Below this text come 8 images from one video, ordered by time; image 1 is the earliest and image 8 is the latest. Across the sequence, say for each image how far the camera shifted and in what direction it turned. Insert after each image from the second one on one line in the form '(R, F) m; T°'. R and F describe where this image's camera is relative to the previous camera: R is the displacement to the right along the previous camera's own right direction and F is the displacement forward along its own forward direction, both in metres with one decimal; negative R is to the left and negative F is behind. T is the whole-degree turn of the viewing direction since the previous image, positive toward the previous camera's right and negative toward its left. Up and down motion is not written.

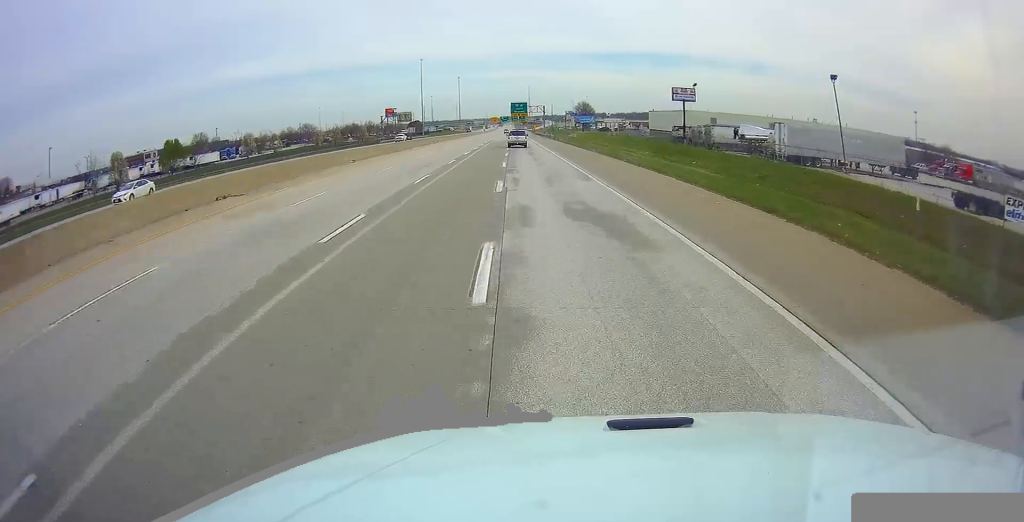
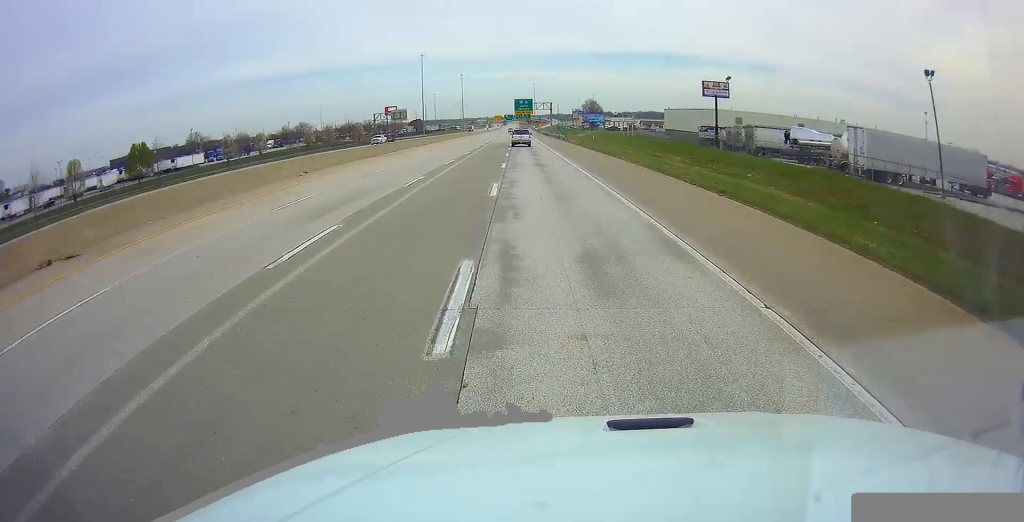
(+0.2, +13.8) m; 0°
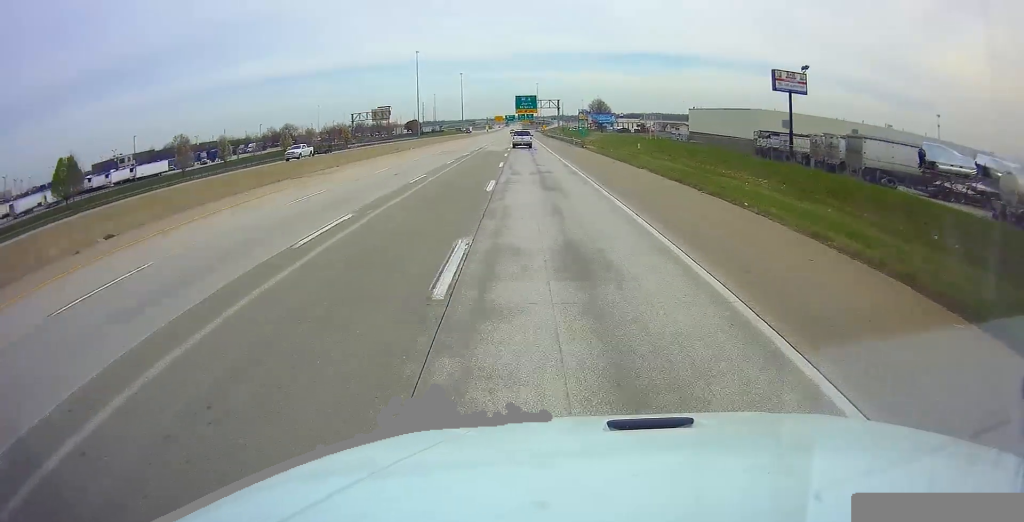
(+0.3, +22.6) m; 0°
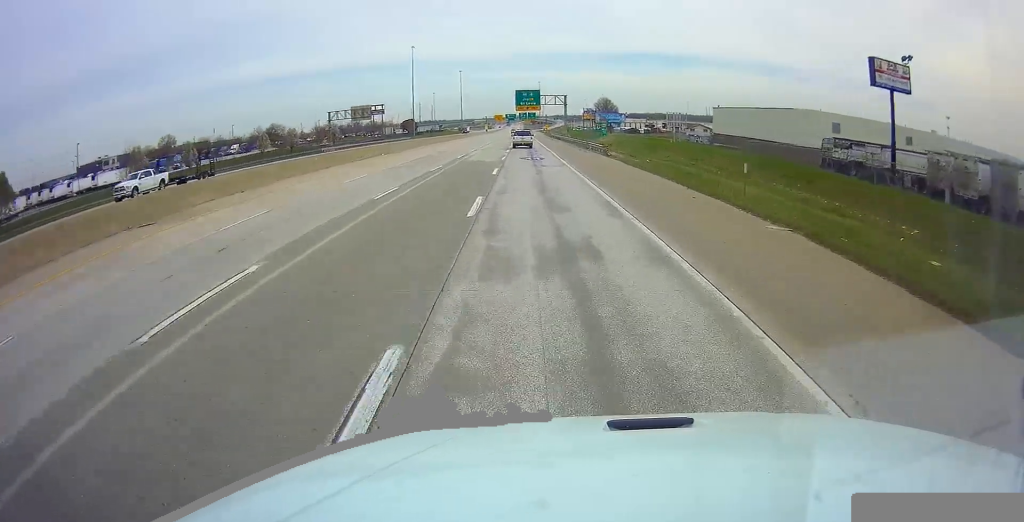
(-0.4, +17.7) m; 0°
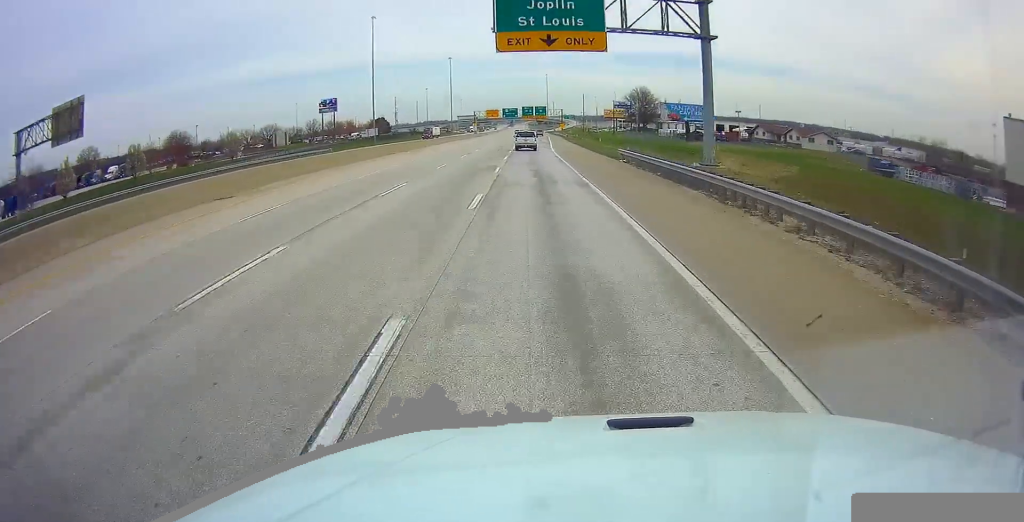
(-0.6, +83.7) m; -1°
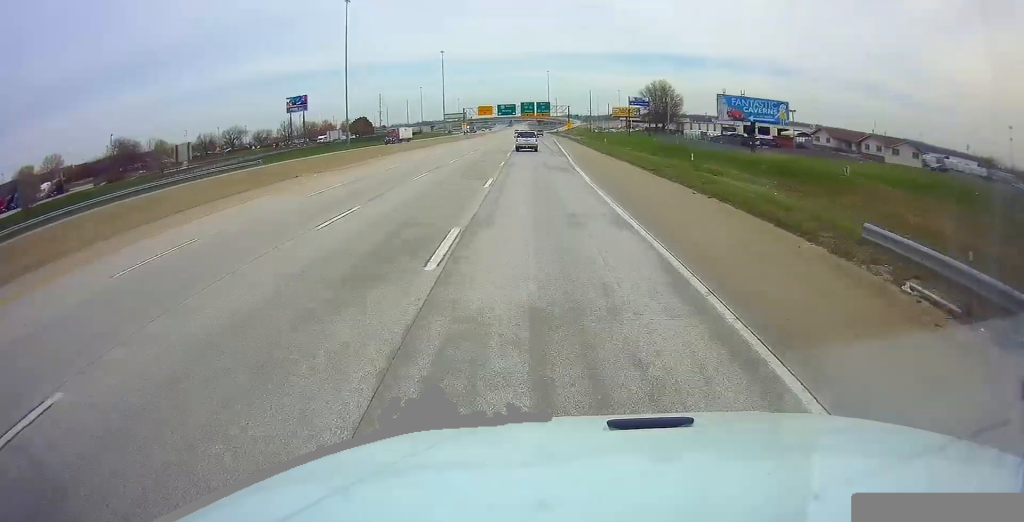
(+0.5, +30.7) m; +1°
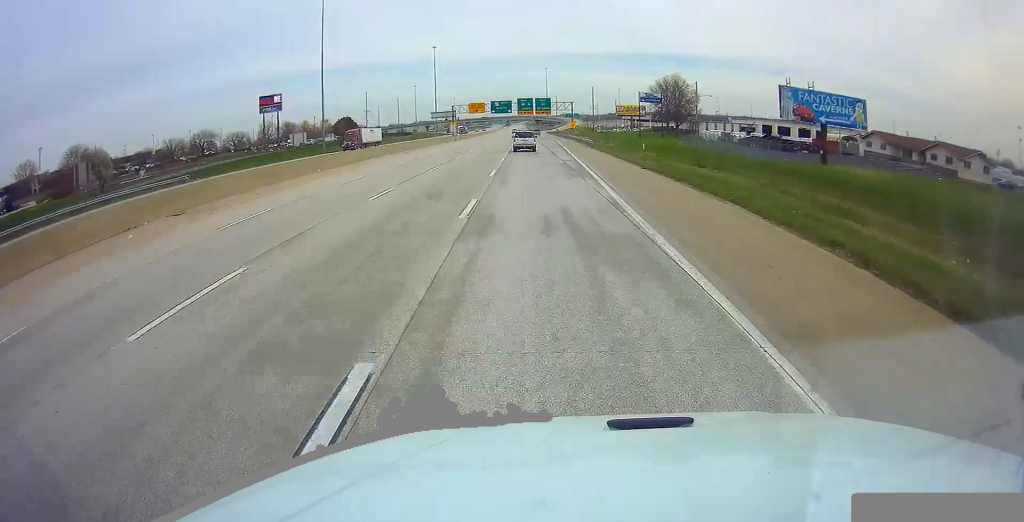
(0.0, +19.0) m; 0°
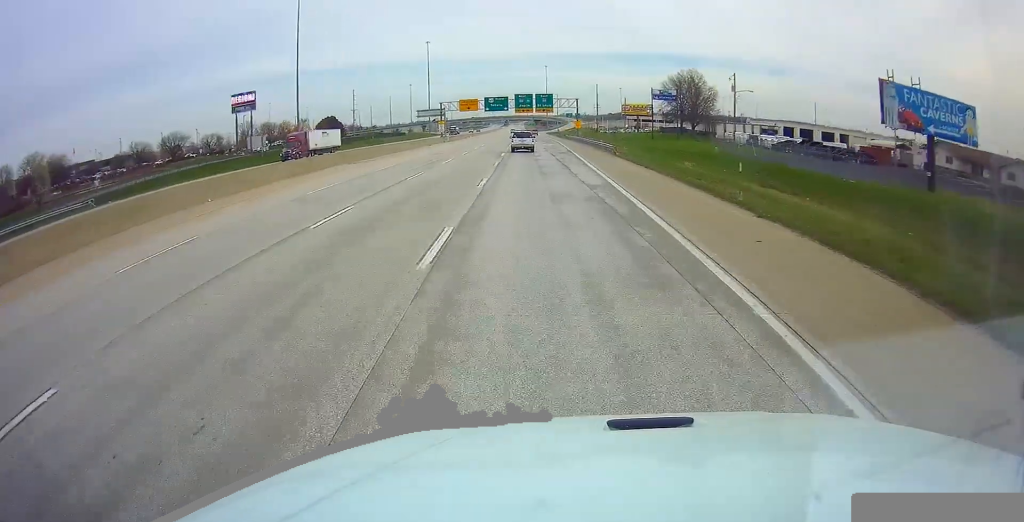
(-0.4, +17.0) m; 0°
